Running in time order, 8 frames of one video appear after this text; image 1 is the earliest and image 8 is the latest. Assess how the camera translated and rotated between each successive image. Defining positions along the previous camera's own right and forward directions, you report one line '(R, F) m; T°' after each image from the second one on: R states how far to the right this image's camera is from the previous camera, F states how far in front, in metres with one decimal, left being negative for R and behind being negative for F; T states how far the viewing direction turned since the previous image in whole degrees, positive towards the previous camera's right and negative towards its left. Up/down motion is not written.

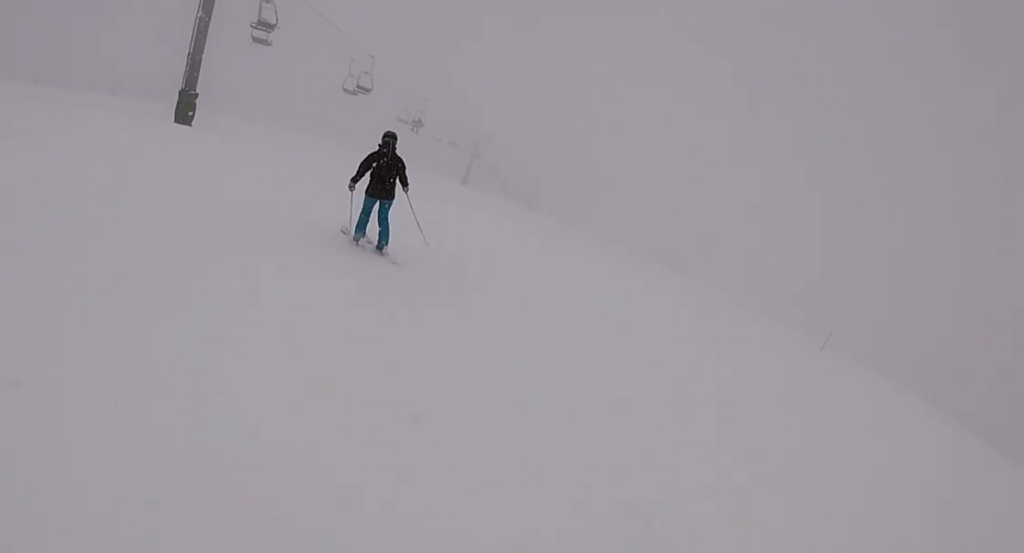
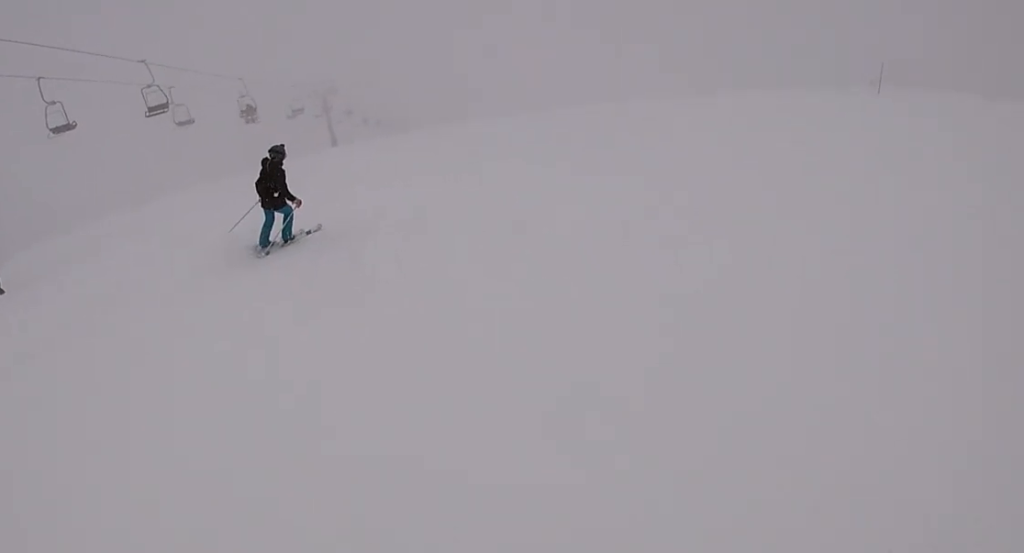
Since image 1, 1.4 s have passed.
(+1.2, +8.8) m; +21°
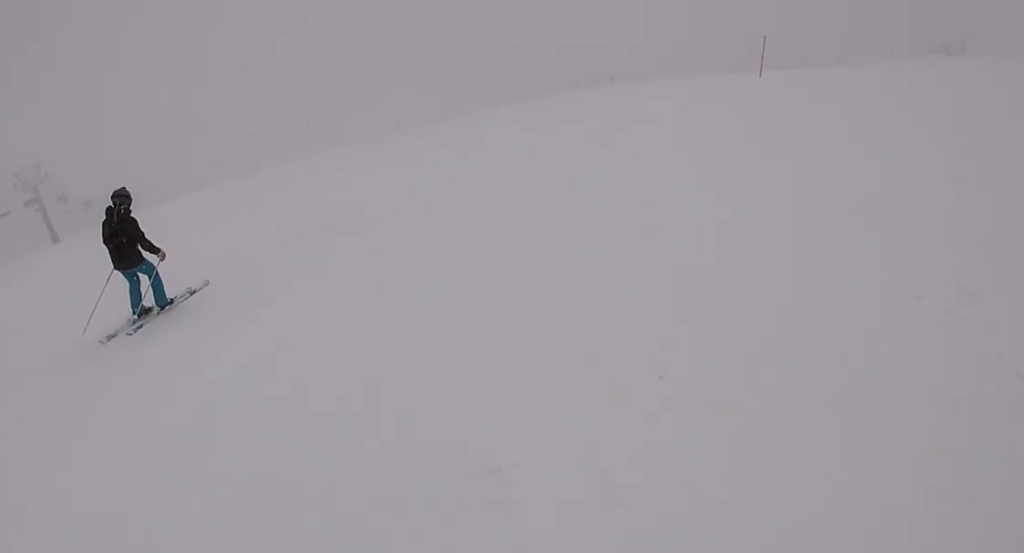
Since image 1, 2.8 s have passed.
(+2.4, +8.9) m; +16°
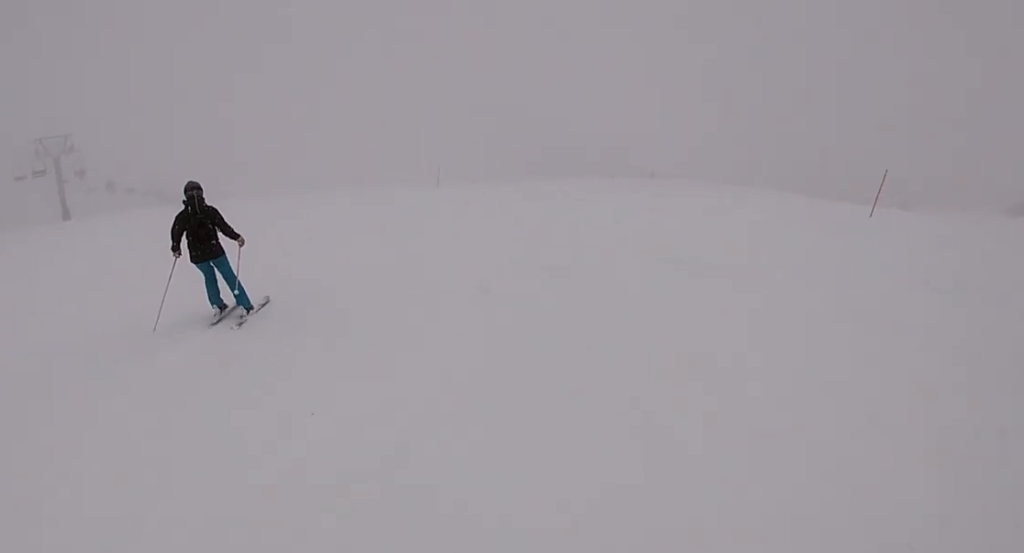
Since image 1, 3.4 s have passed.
(+0.1, +4.0) m; -5°
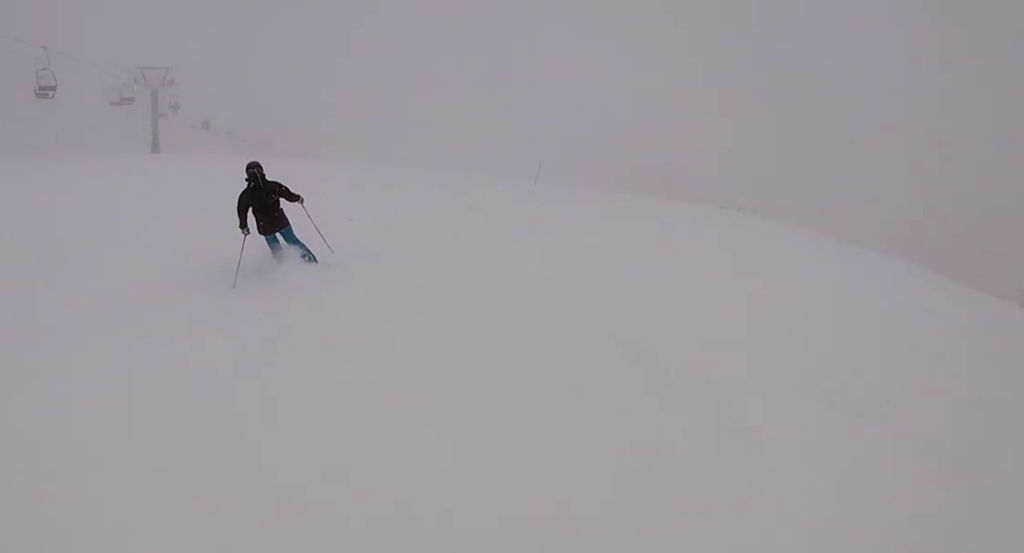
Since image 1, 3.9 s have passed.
(-0.3, +2.9) m; -10°
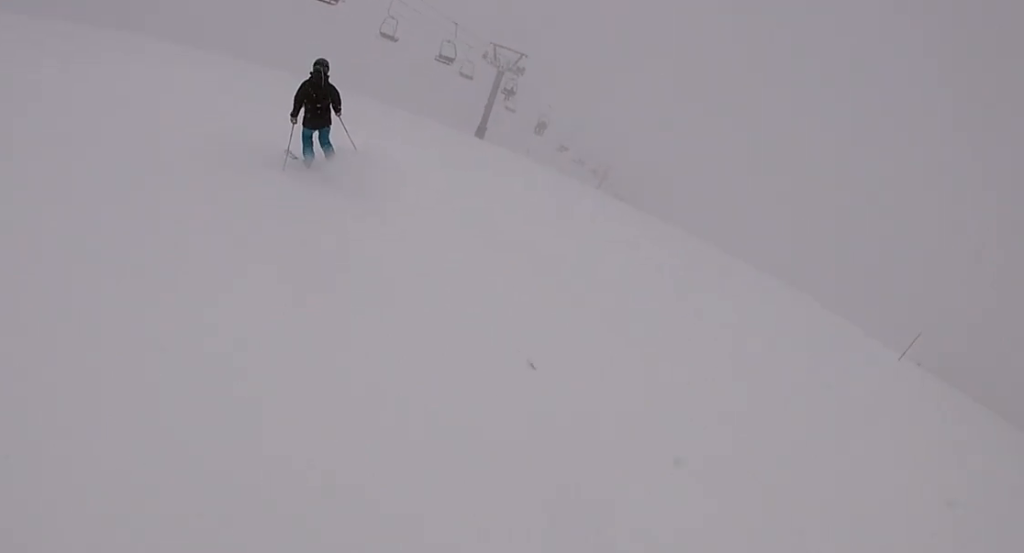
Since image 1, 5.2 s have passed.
(-1.8, +8.3) m; -31°
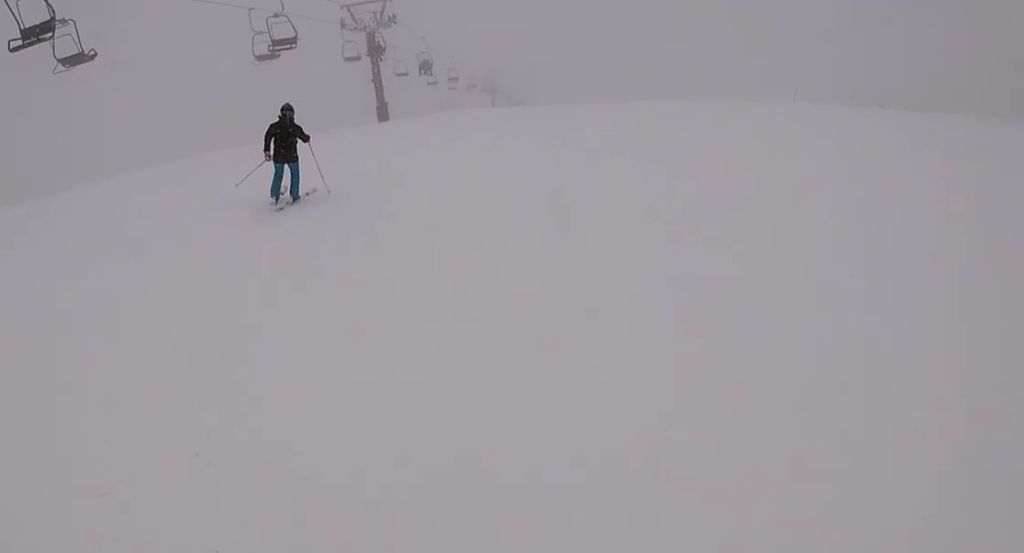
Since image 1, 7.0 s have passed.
(-1.0, +12.0) m; +18°
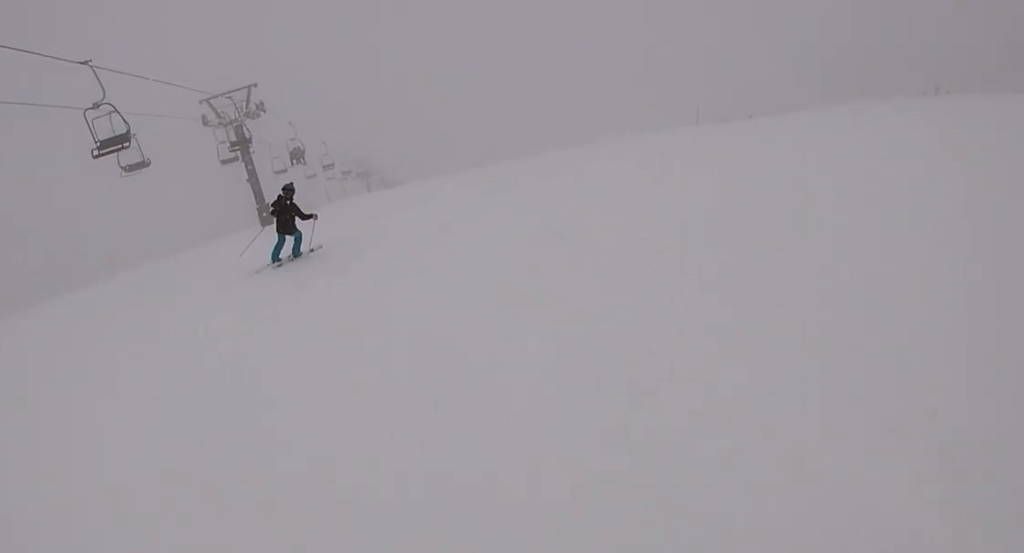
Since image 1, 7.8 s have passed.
(+1.4, +5.3) m; +19°
